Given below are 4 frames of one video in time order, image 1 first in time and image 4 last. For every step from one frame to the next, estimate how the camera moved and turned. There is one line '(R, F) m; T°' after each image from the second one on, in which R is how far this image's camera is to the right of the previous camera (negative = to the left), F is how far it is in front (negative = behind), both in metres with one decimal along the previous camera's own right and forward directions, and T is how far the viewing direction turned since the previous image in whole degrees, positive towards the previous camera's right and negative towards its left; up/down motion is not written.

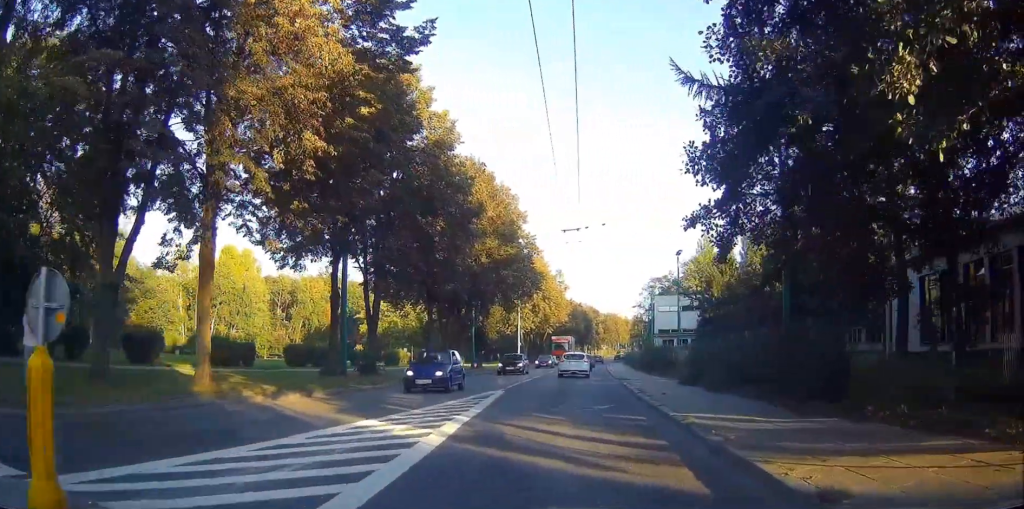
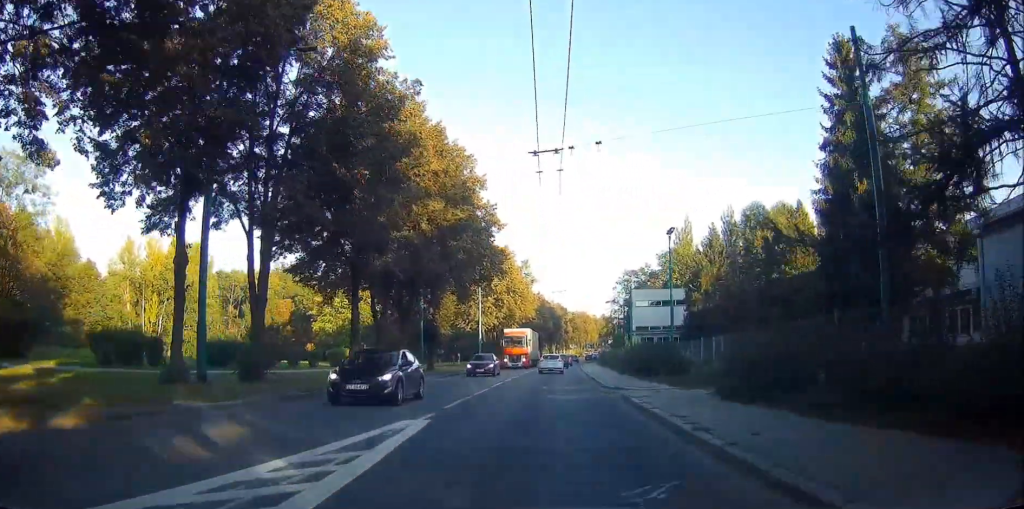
(+0.4, +11.8) m; +3°
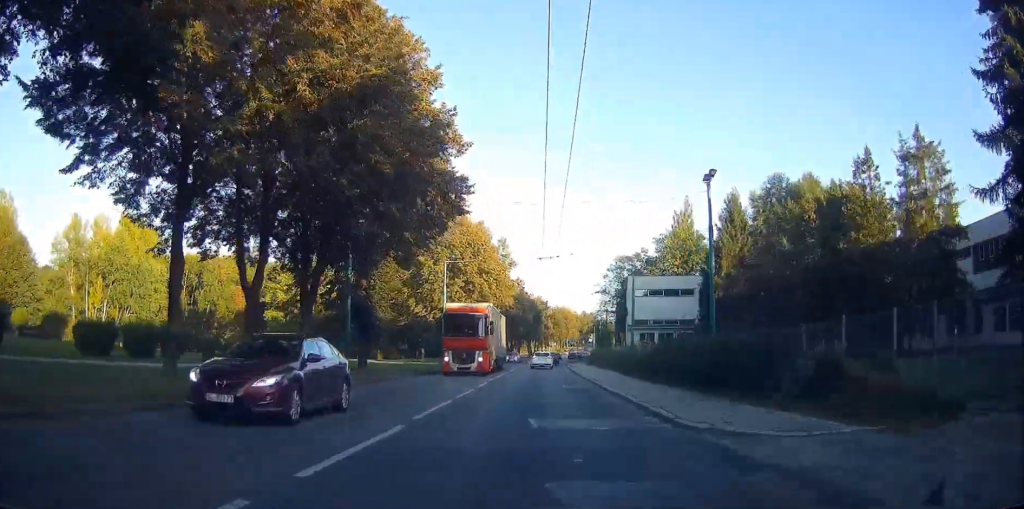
(+0.2, +14.6) m; +3°
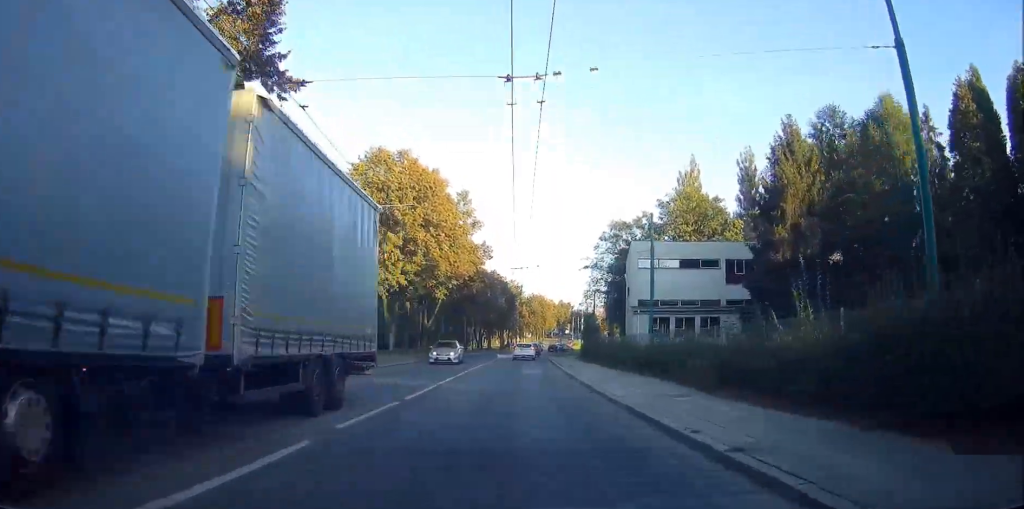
(+0.8, +20.4) m; +2°
